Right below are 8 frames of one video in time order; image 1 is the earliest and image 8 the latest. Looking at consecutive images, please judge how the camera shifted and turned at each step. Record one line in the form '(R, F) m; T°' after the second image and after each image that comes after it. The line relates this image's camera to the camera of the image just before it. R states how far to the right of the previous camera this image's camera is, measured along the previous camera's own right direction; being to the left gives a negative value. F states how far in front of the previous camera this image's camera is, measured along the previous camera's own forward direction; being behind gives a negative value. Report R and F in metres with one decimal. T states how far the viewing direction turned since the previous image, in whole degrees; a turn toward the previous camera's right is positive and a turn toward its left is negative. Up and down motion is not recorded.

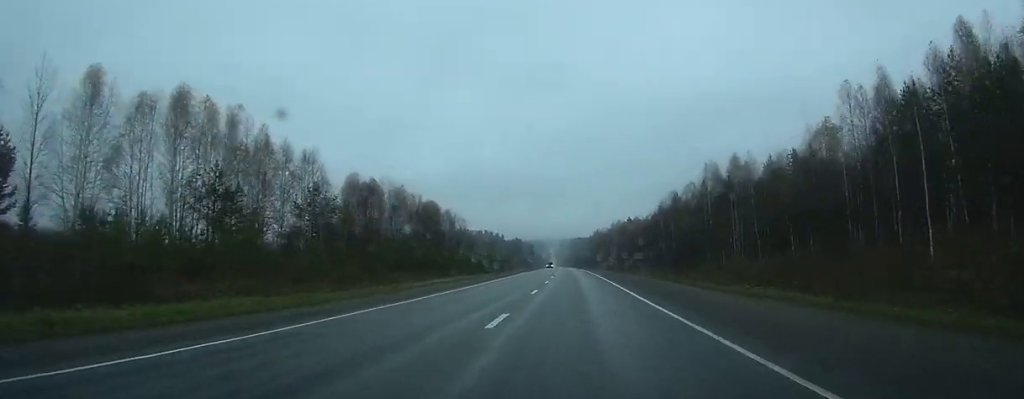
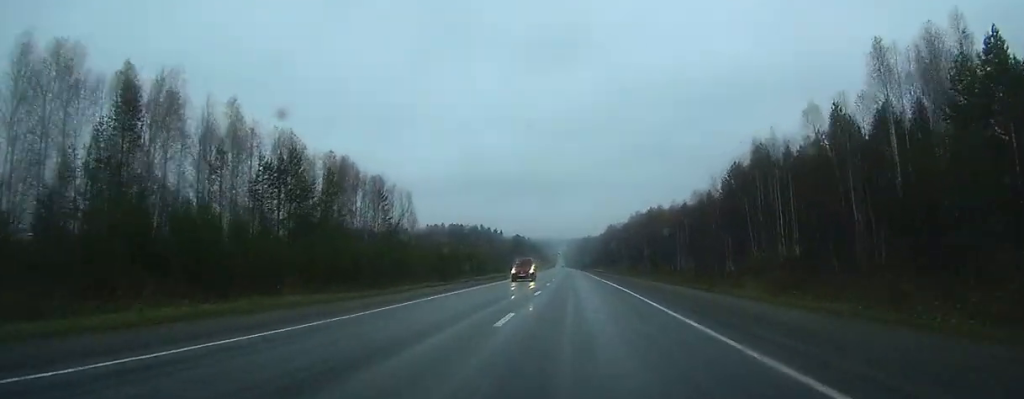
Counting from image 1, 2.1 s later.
(-0.3, +59.8) m; -1°
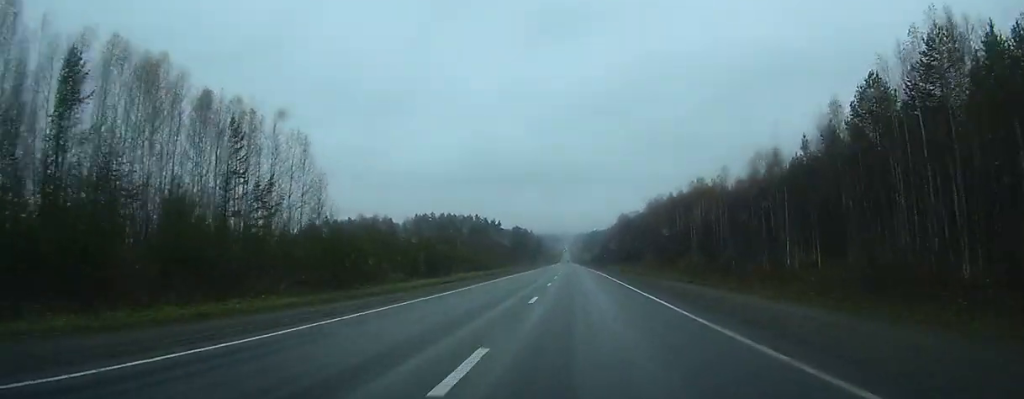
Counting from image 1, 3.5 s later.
(-0.2, +42.3) m; 0°
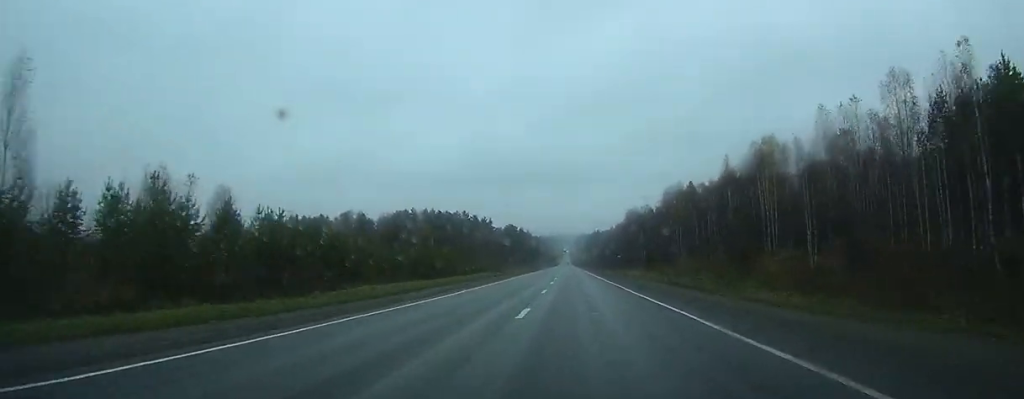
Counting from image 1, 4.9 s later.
(-0.2, +40.3) m; 0°
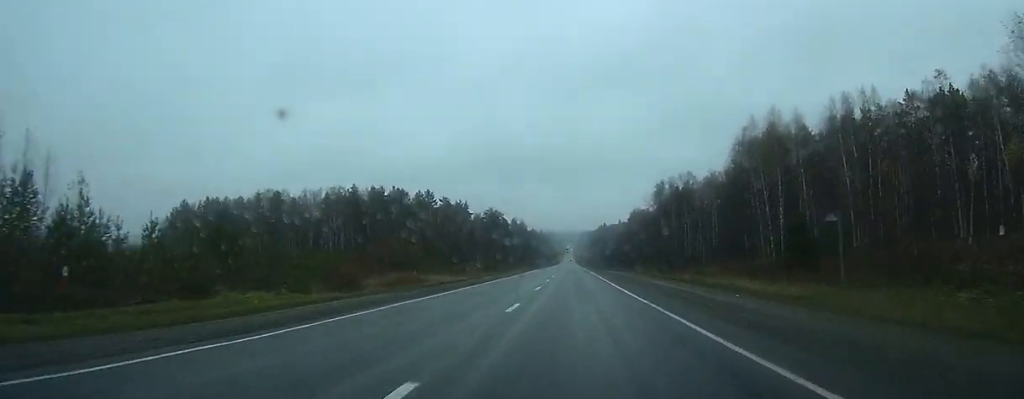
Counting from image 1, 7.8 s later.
(-0.1, +82.0) m; 0°
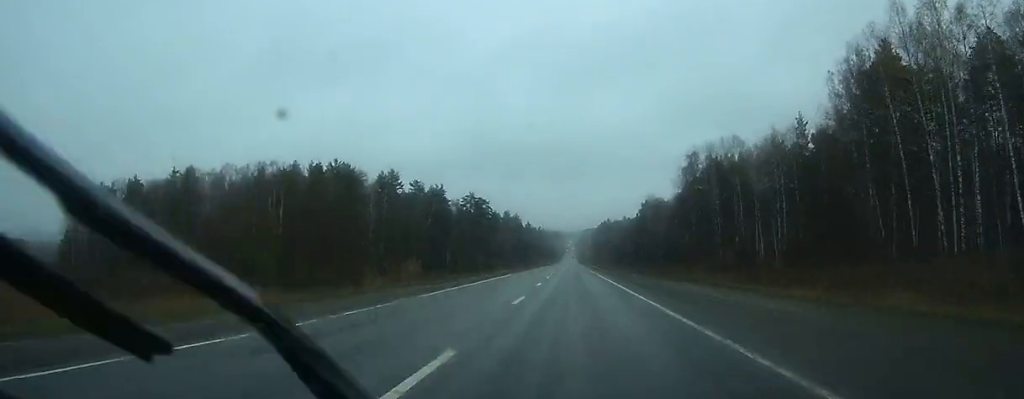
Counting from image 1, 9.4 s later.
(-0.1, +45.7) m; 0°
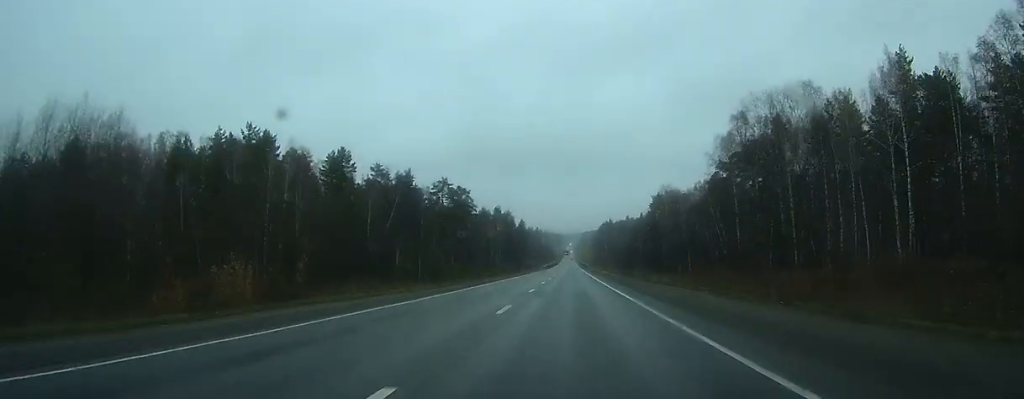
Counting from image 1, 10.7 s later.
(-0.1, +38.2) m; 0°
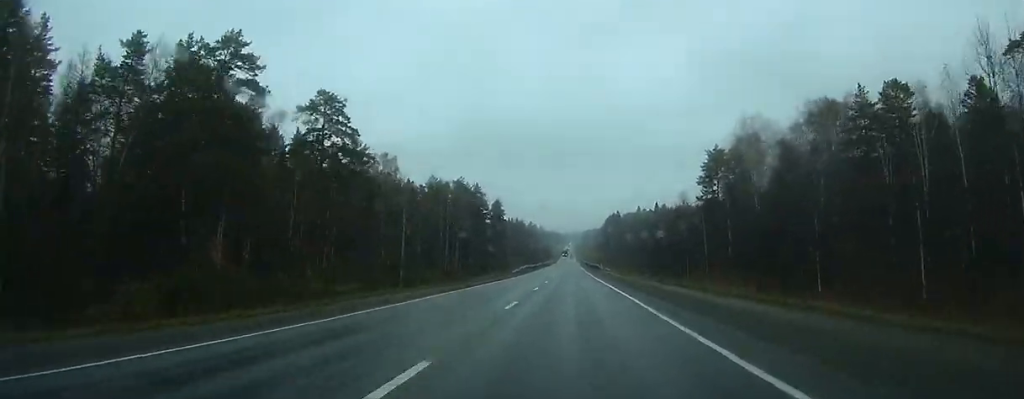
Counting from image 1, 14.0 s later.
(-0.1, +94.2) m; 0°
